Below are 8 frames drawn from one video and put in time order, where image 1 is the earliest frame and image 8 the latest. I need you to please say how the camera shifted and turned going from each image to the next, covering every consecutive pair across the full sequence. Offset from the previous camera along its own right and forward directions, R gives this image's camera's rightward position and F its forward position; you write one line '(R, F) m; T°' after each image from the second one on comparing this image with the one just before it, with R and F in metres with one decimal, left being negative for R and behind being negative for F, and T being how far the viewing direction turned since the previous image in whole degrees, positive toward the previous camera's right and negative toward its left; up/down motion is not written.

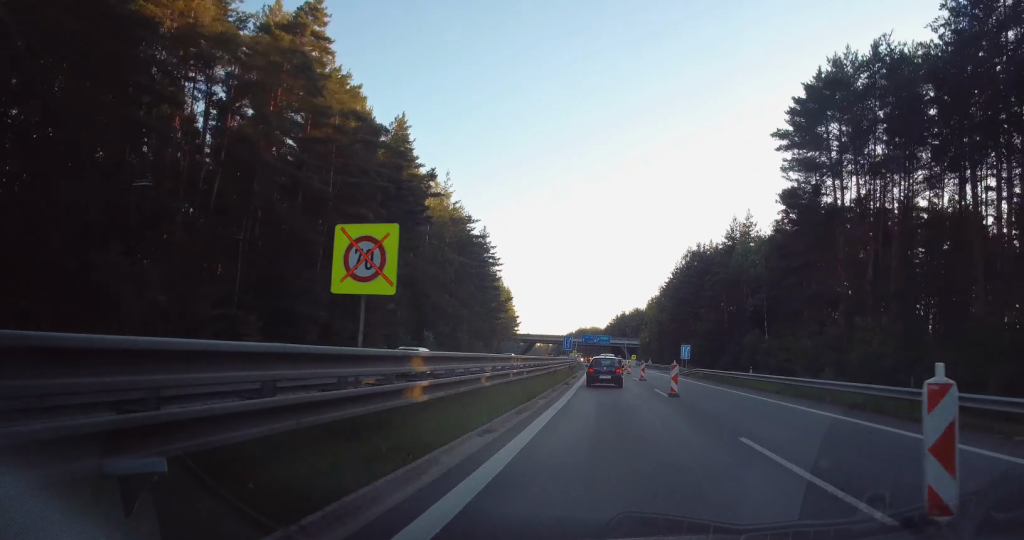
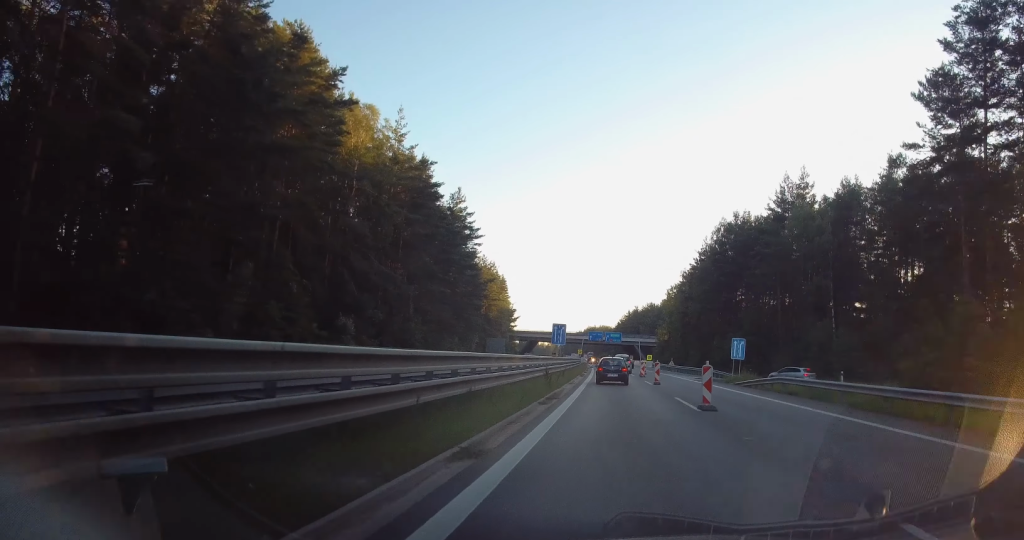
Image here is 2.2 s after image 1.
(-0.2, +24.3) m; -1°
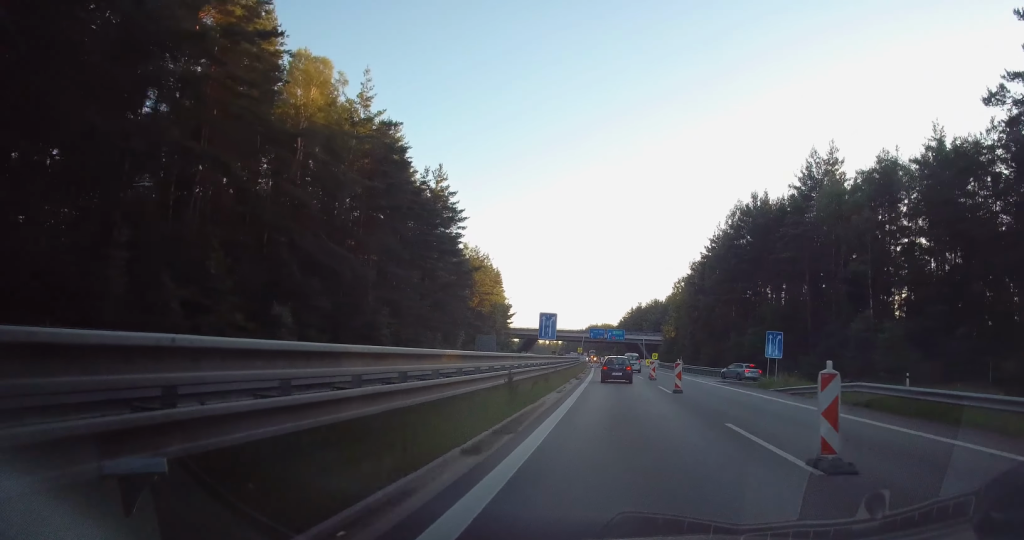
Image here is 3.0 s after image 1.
(+0.3, +9.9) m; 0°
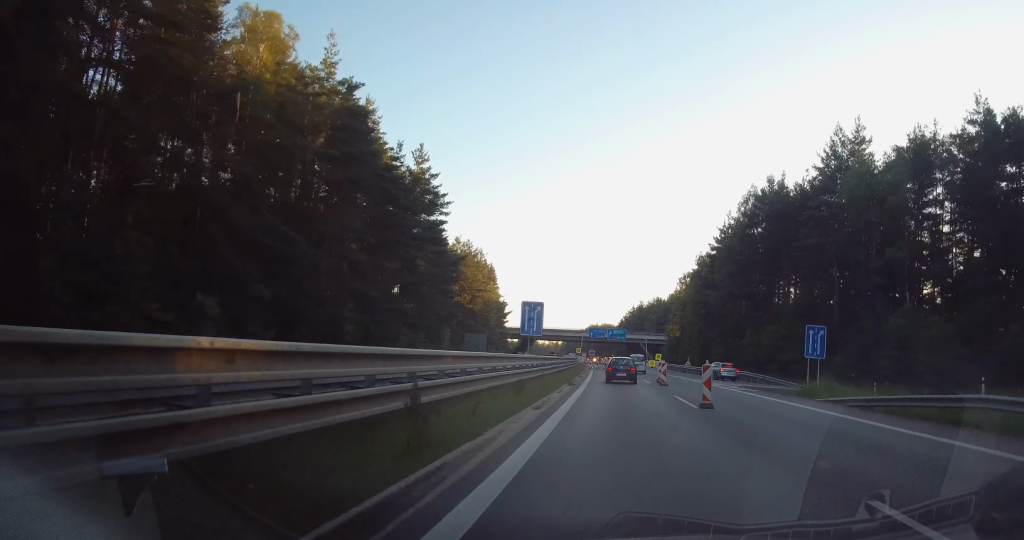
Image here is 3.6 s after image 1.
(-0.1, +7.7) m; 0°
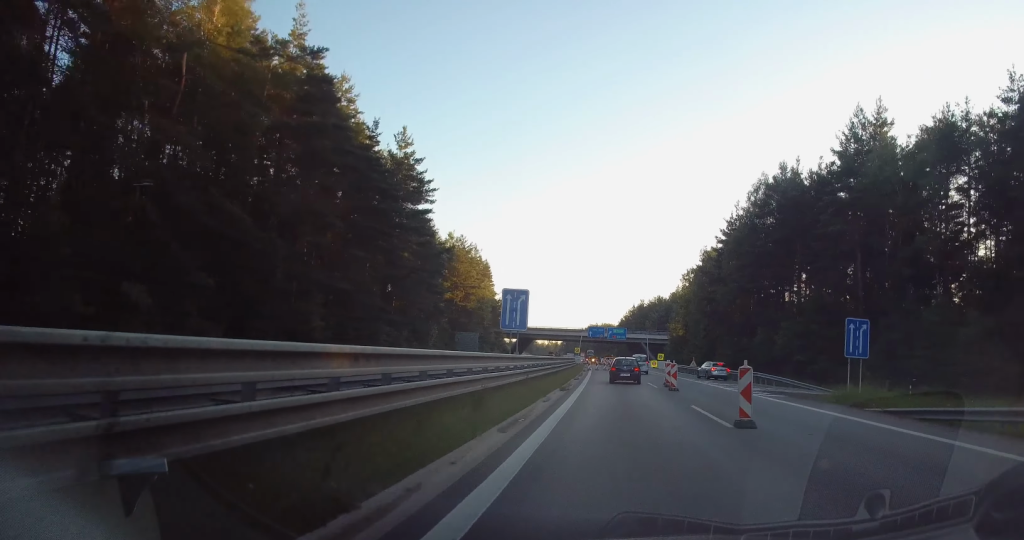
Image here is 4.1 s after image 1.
(-0.2, +5.3) m; 0°
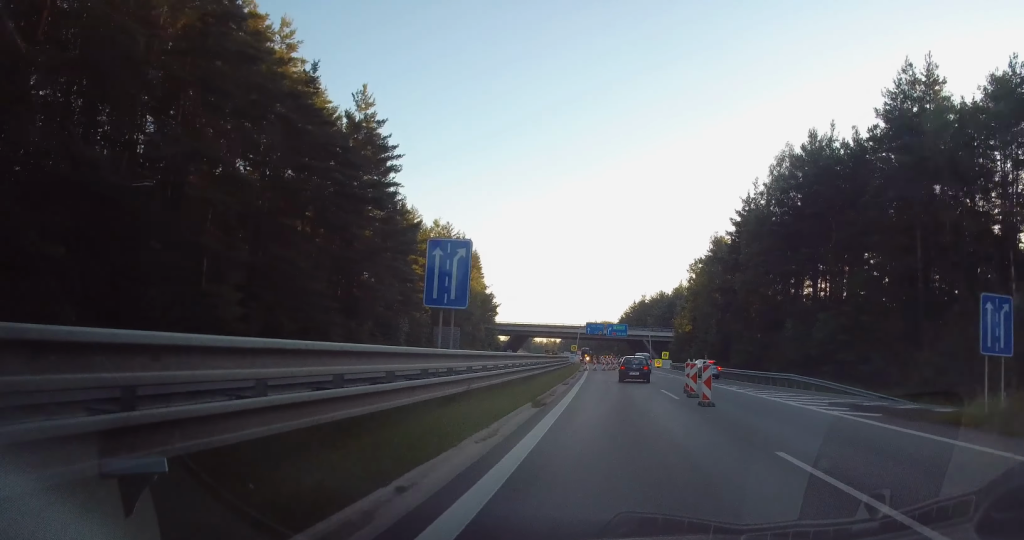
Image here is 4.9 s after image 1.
(+0.2, +9.5) m; +1°
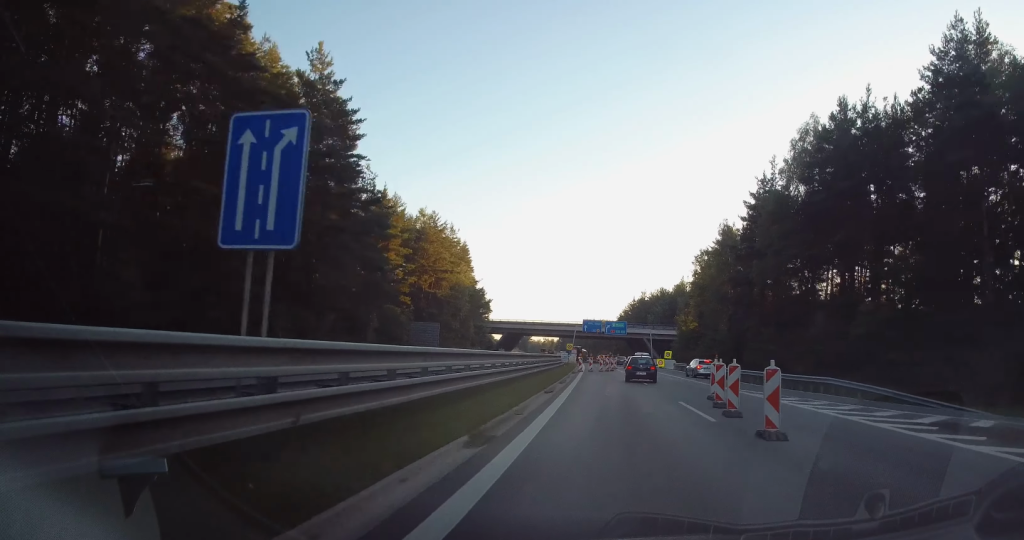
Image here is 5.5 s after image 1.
(+0.1, +7.5) m; +1°
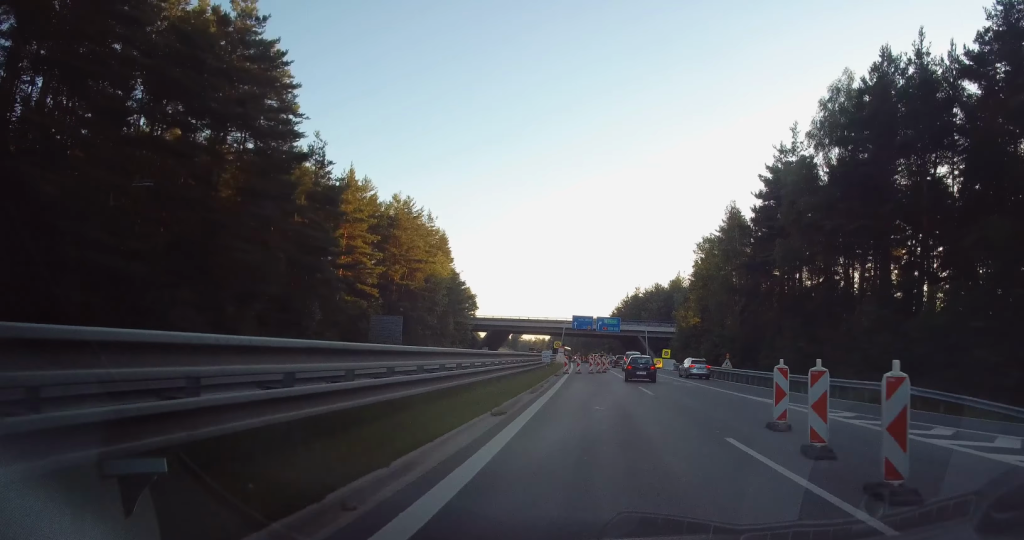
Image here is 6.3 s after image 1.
(-0.1, +8.8) m; 0°
